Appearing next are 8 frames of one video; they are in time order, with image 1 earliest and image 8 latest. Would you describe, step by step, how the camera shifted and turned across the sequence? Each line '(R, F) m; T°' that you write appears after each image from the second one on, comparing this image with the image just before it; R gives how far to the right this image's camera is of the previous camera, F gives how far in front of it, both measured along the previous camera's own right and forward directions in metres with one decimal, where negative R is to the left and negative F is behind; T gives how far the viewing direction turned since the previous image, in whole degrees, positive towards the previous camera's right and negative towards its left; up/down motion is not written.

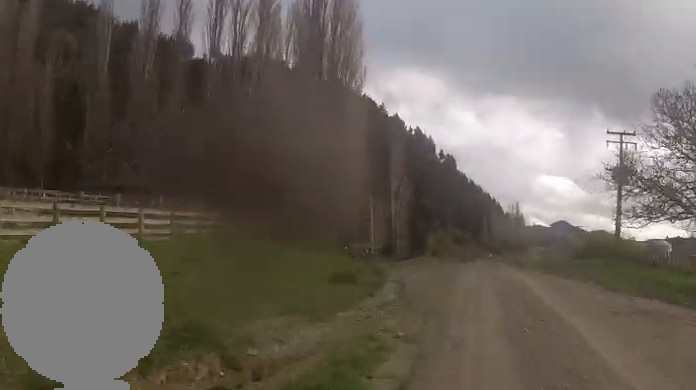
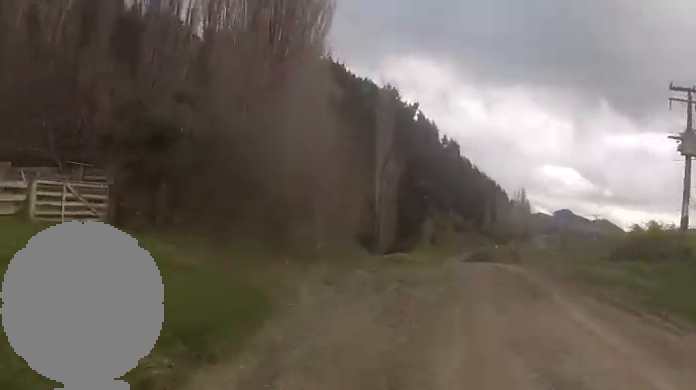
(+0.3, +10.7) m; +2°
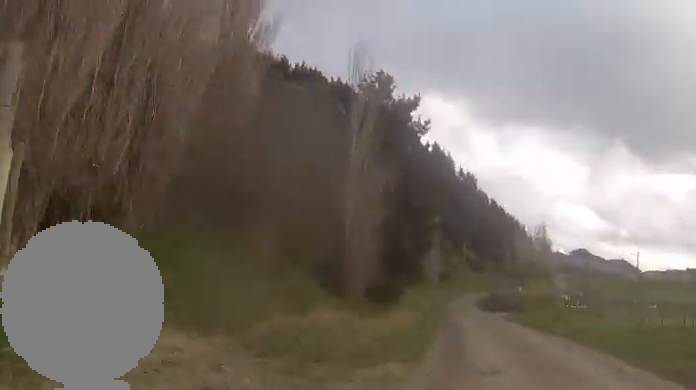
(+0.2, +14.2) m; +2°
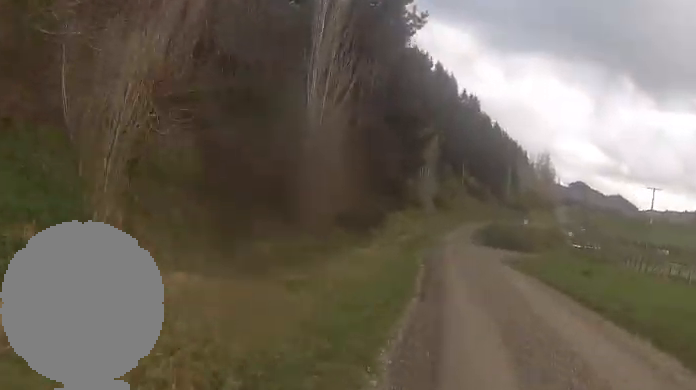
(+0.2, +6.5) m; 0°
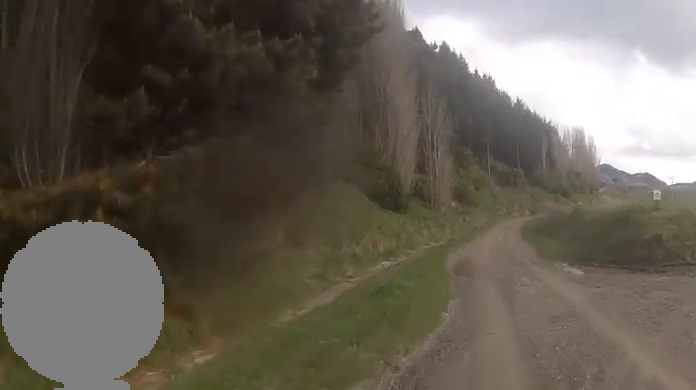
(-0.6, +22.2) m; -5°
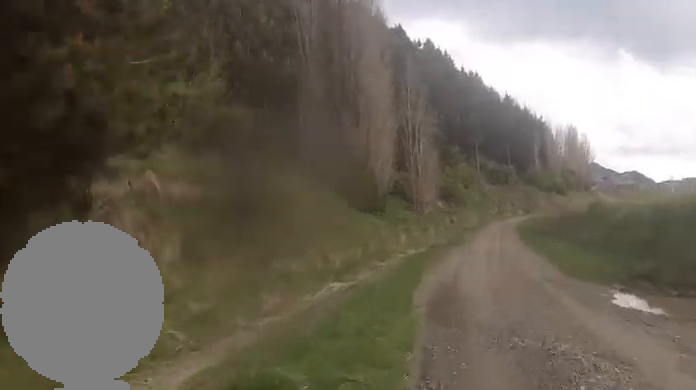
(-0.3, +6.4) m; 0°
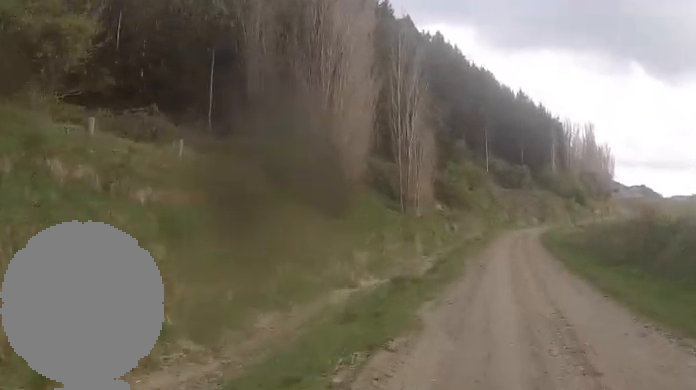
(-0.1, +11.8) m; +2°
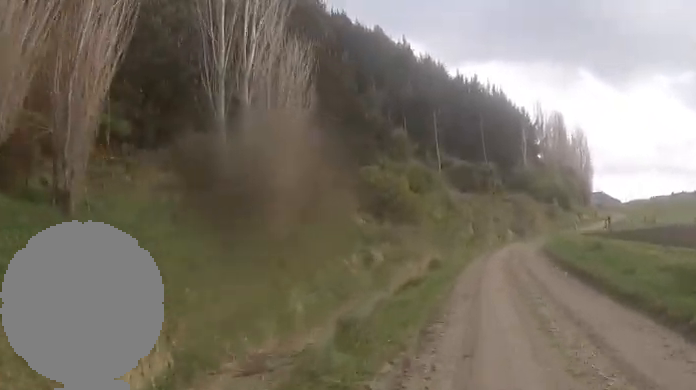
(+1.1, +19.3) m; +3°
